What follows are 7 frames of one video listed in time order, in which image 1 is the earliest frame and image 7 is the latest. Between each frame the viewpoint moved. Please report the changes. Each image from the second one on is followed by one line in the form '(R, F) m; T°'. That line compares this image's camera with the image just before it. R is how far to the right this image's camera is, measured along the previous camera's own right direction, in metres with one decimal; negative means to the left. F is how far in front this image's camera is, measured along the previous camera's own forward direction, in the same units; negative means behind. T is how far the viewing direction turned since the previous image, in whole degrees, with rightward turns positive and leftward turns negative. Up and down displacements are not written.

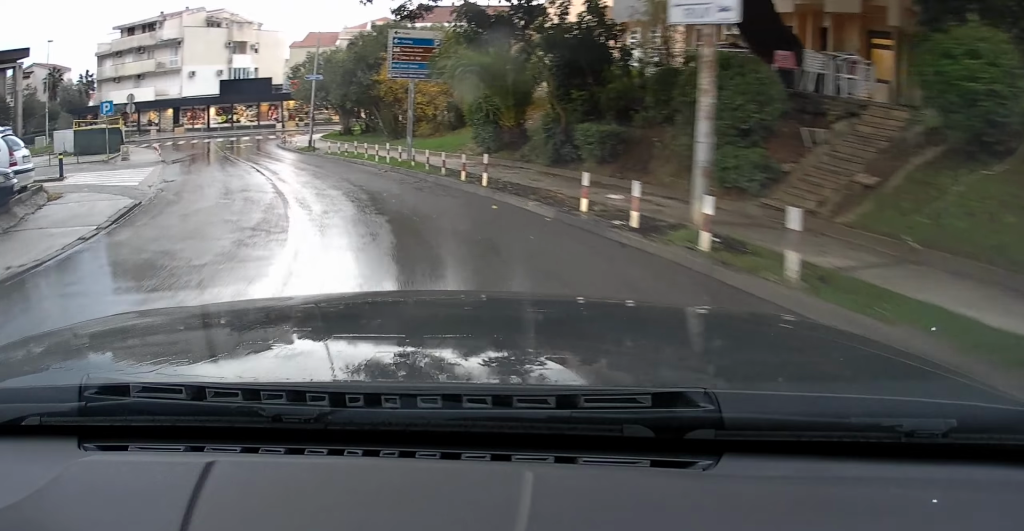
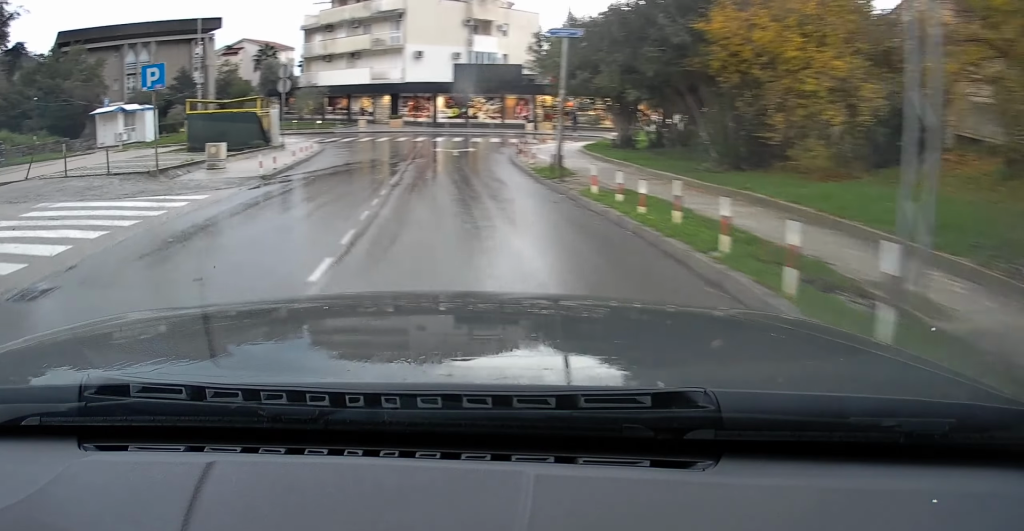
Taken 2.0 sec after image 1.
(-3.4, +15.3) m; -32°
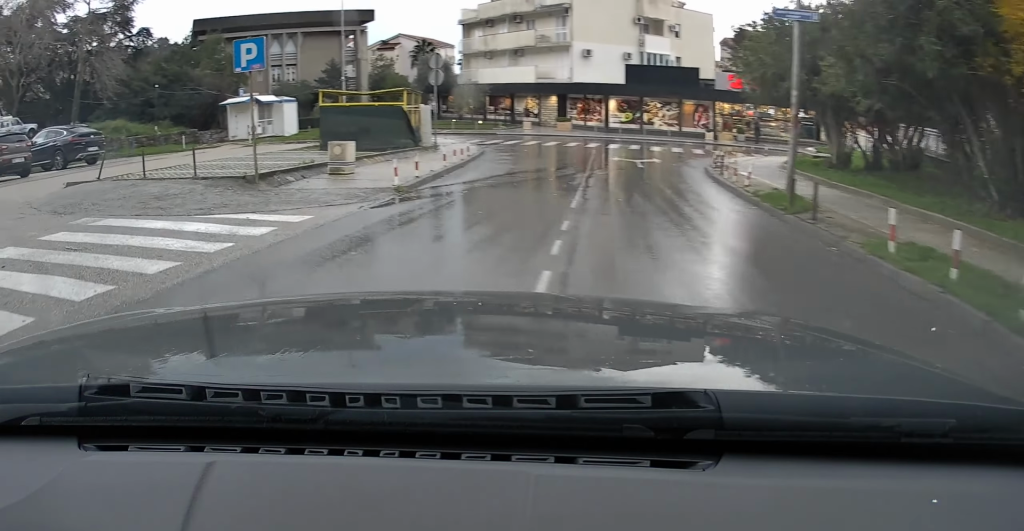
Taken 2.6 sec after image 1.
(-0.4, +4.1) m; -13°
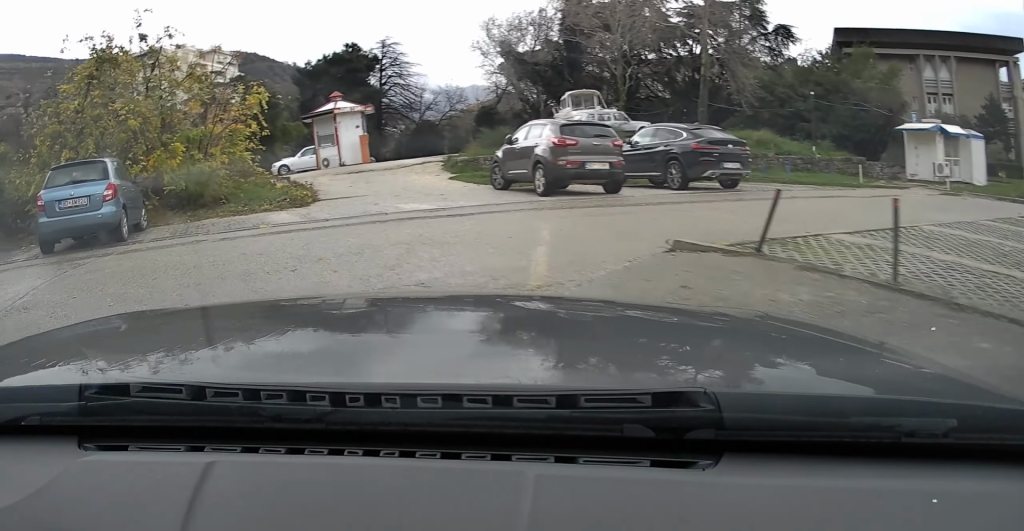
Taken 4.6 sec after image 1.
(-3.9, +7.3) m; -60°
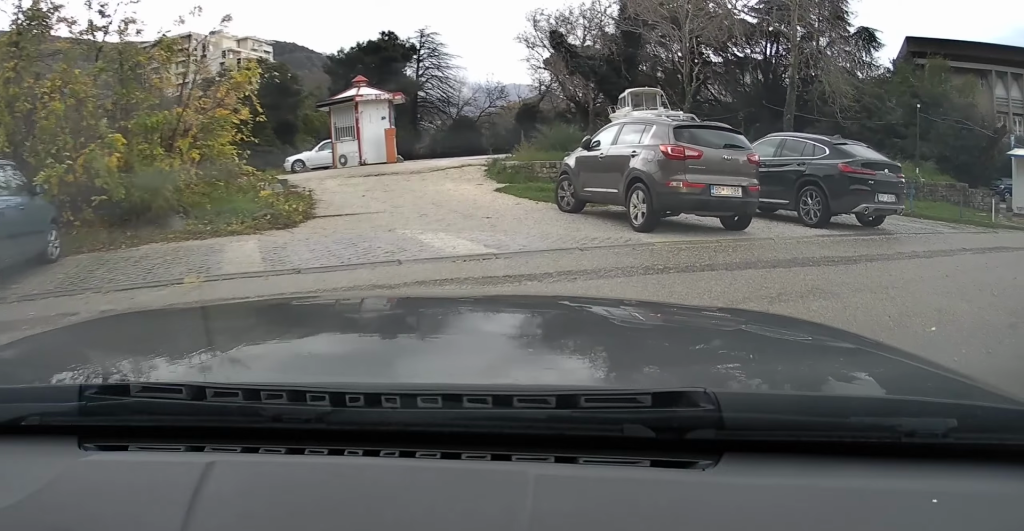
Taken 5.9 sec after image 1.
(-0.5, +3.9) m; 0°
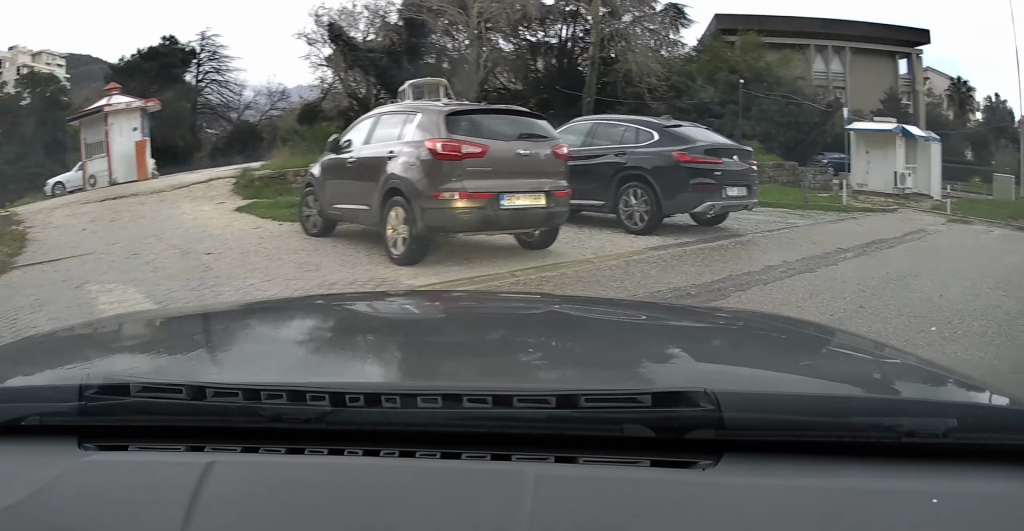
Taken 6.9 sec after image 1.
(+0.2, +2.2) m; +19°
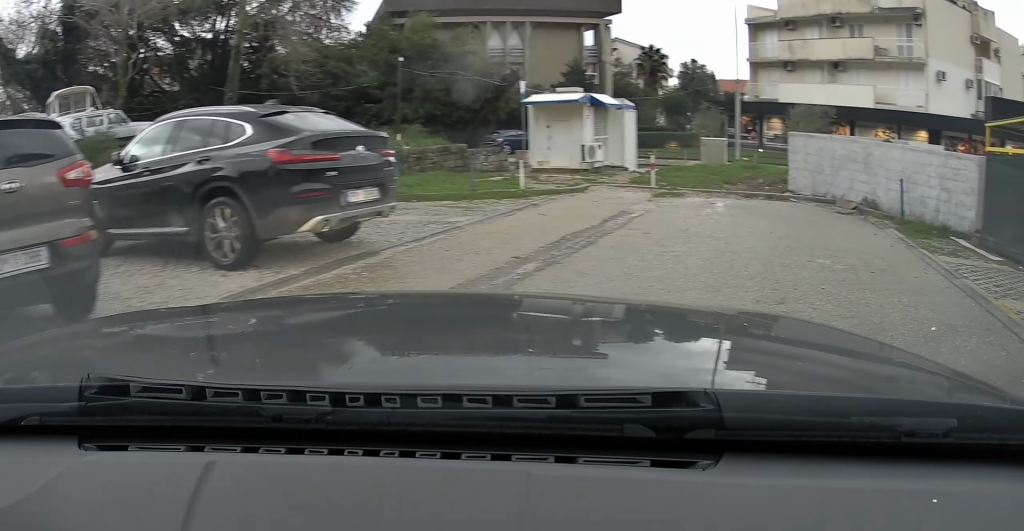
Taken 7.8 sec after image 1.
(+0.3, +1.7) m; +29°
